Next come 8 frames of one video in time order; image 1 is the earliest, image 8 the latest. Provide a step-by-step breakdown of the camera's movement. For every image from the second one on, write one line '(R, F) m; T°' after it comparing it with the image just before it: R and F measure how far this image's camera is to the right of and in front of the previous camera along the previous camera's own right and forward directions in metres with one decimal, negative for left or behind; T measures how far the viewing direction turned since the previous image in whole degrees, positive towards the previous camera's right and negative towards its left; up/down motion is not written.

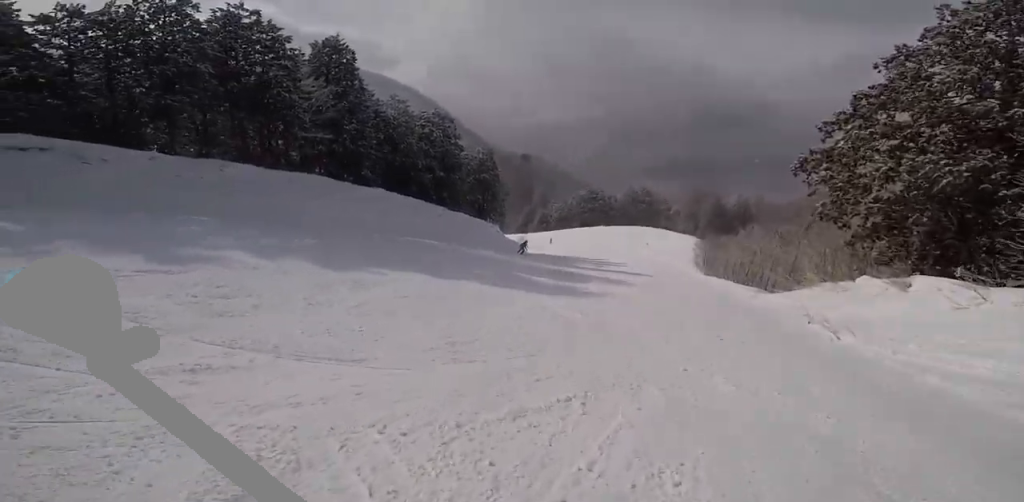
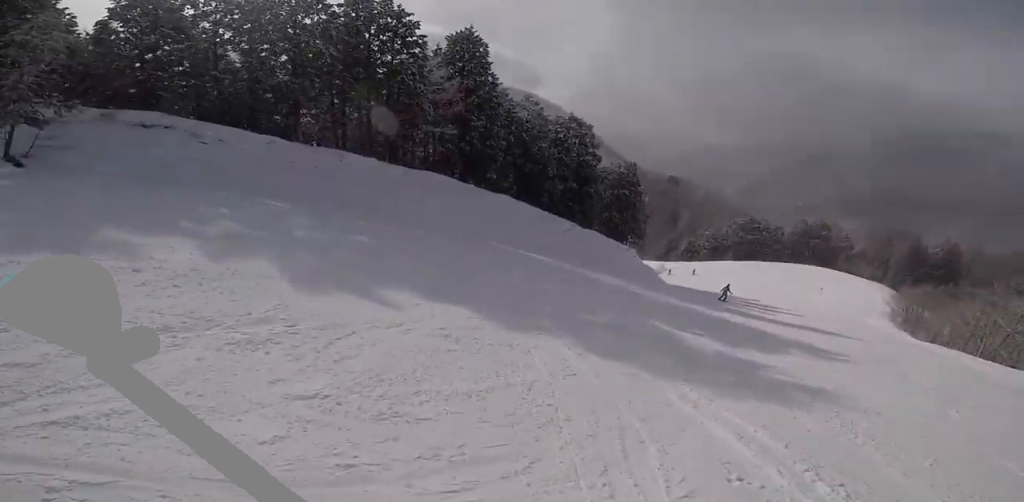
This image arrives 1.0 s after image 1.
(-1.0, +4.1) m; -22°
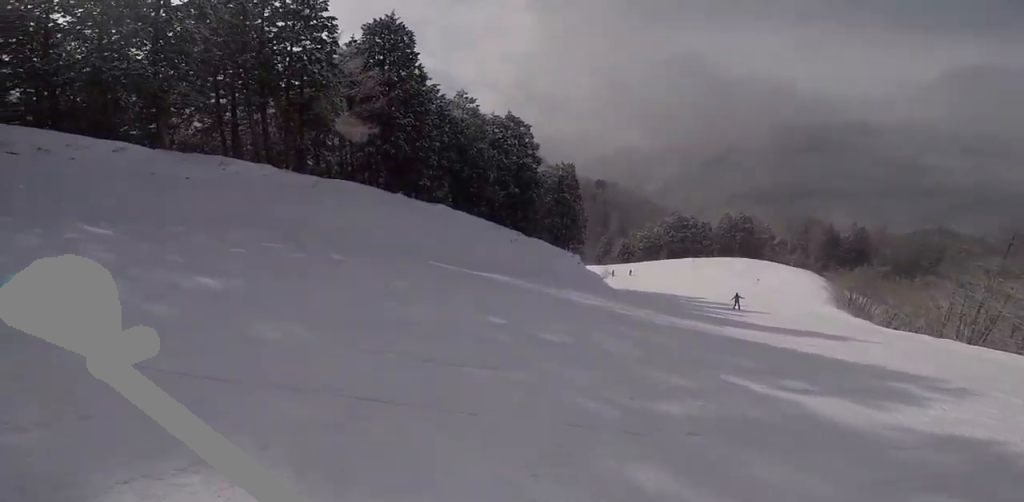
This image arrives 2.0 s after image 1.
(-0.6, +3.6) m; +4°
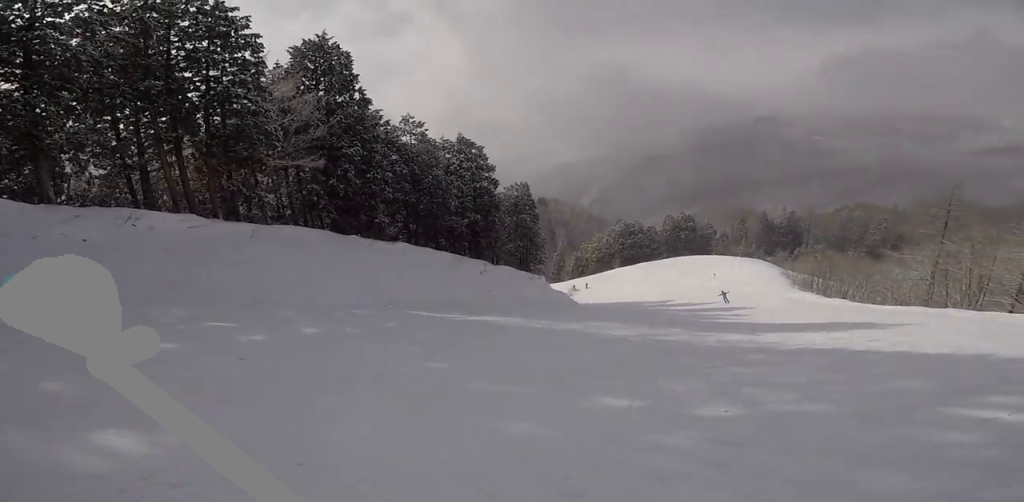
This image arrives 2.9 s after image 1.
(+0.7, +3.4) m; +26°
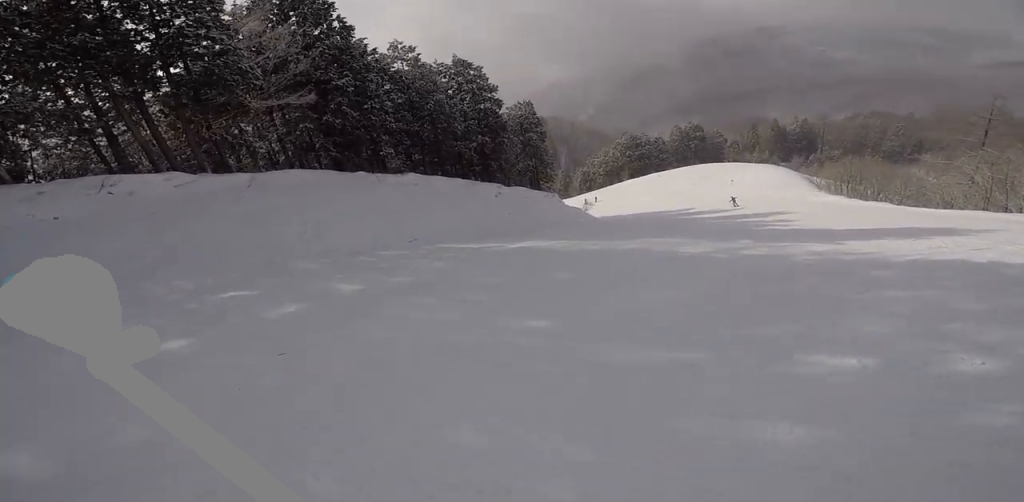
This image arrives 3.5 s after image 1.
(+0.6, +2.5) m; +15°
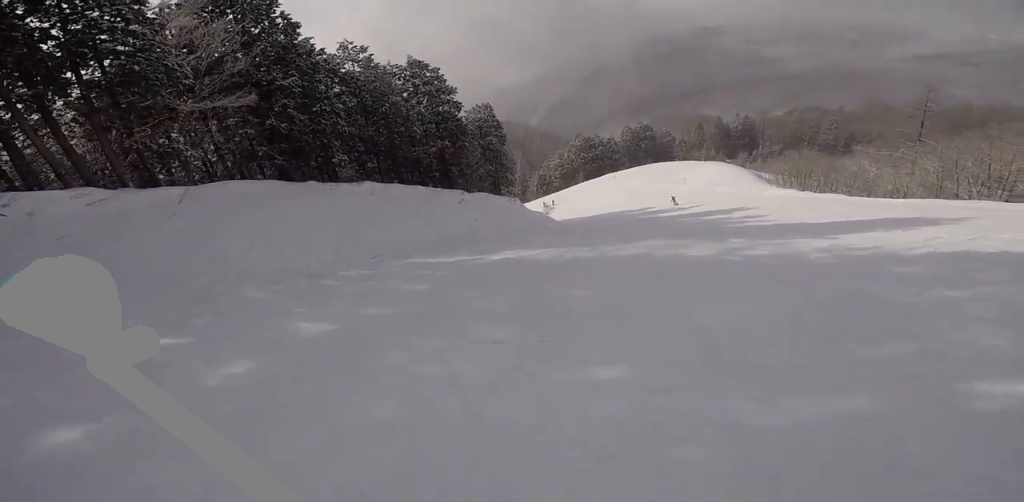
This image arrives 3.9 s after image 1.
(+0.1, +1.6) m; +11°
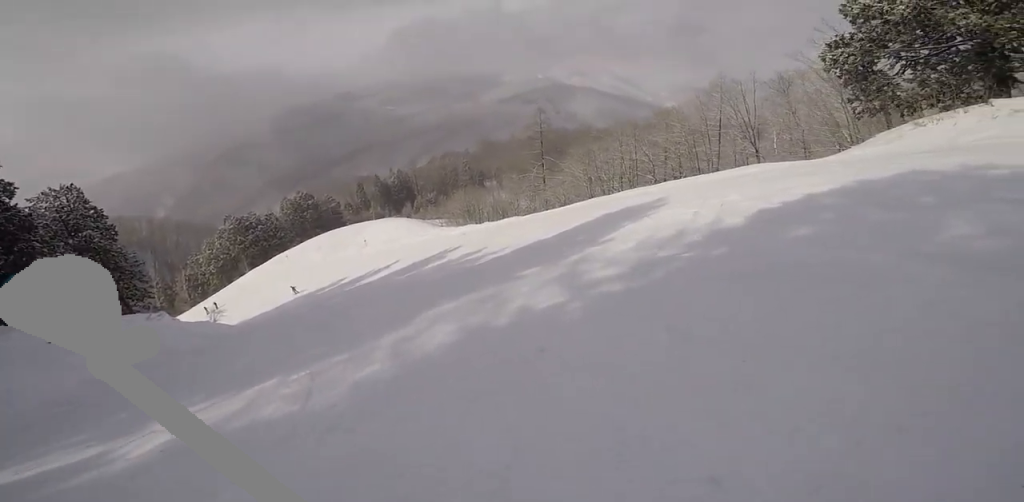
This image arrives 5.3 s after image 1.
(+1.5, +4.7) m; +48°
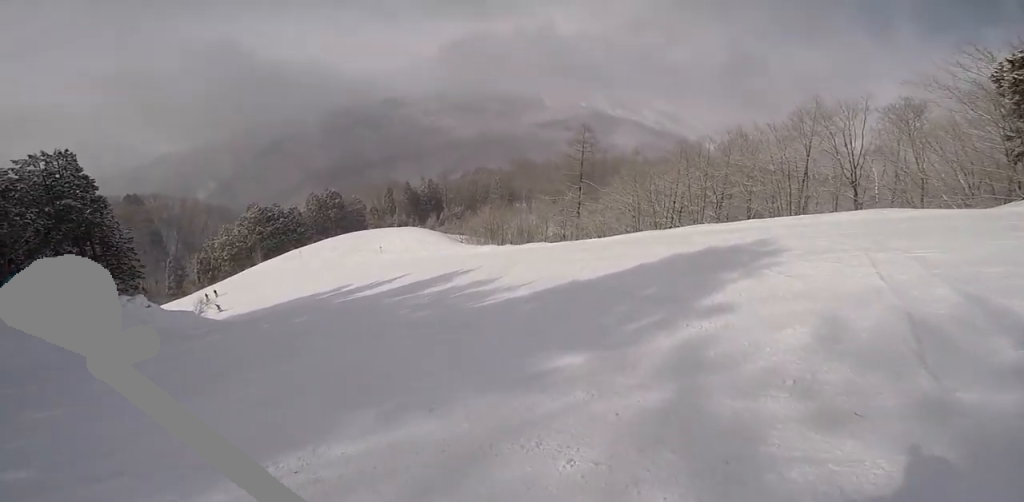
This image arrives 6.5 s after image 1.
(+2.1, +4.3) m; +14°
